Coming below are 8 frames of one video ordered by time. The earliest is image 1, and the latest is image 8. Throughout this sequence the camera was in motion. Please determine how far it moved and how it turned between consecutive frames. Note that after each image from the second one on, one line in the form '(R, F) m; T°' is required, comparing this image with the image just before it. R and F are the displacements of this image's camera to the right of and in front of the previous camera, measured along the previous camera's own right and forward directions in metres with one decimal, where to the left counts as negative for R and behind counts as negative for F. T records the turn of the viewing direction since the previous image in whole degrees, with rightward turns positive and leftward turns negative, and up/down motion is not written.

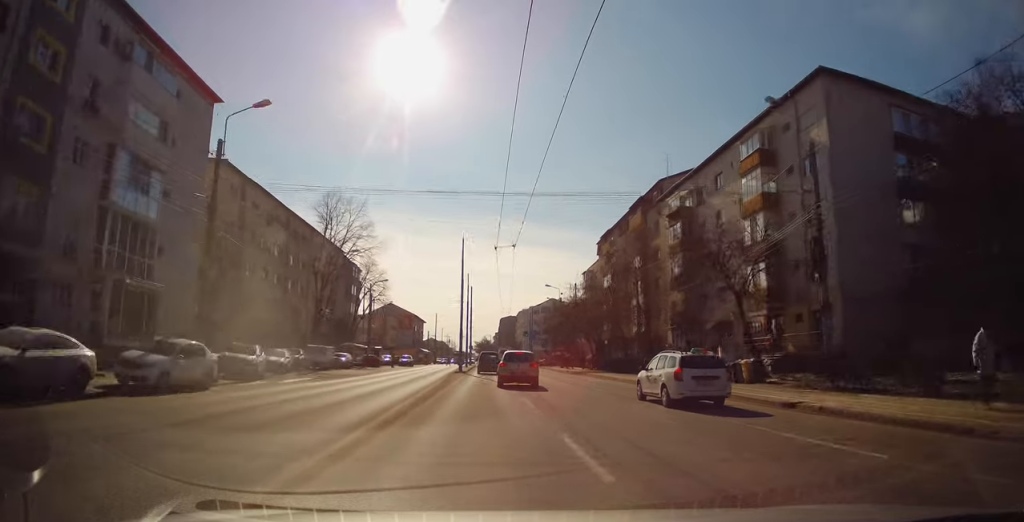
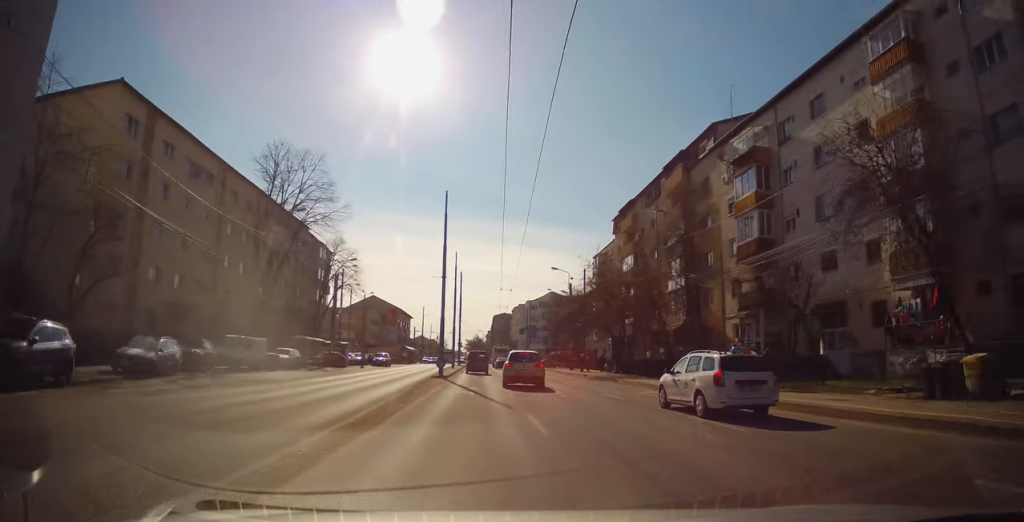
(+0.1, +13.3) m; +1°
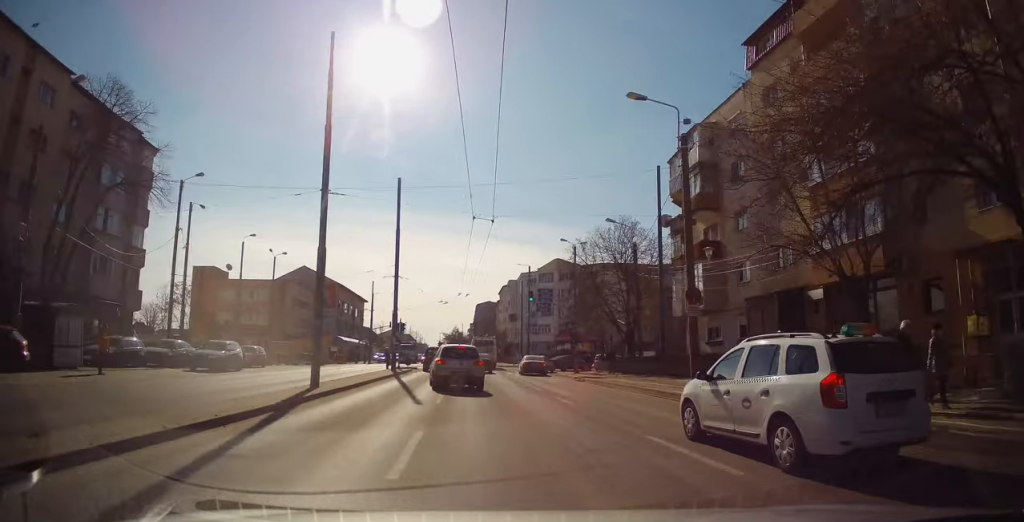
(+1.2, +38.4) m; 0°
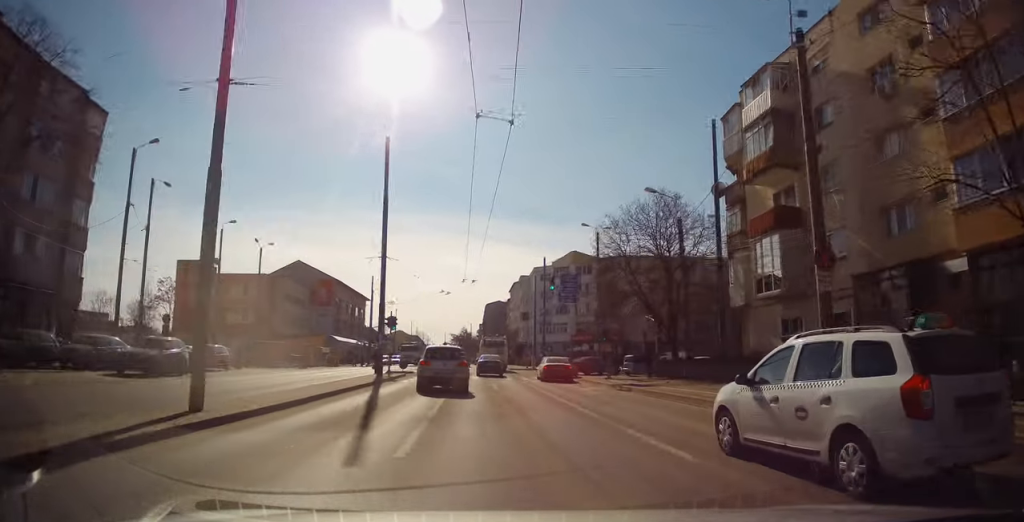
(-0.4, +8.0) m; -1°
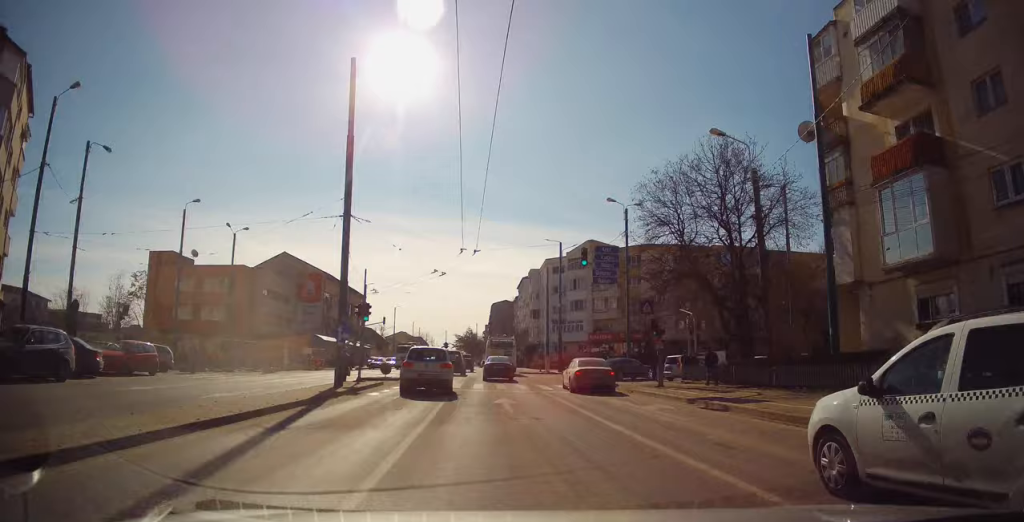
(-0.1, +9.1) m; 0°
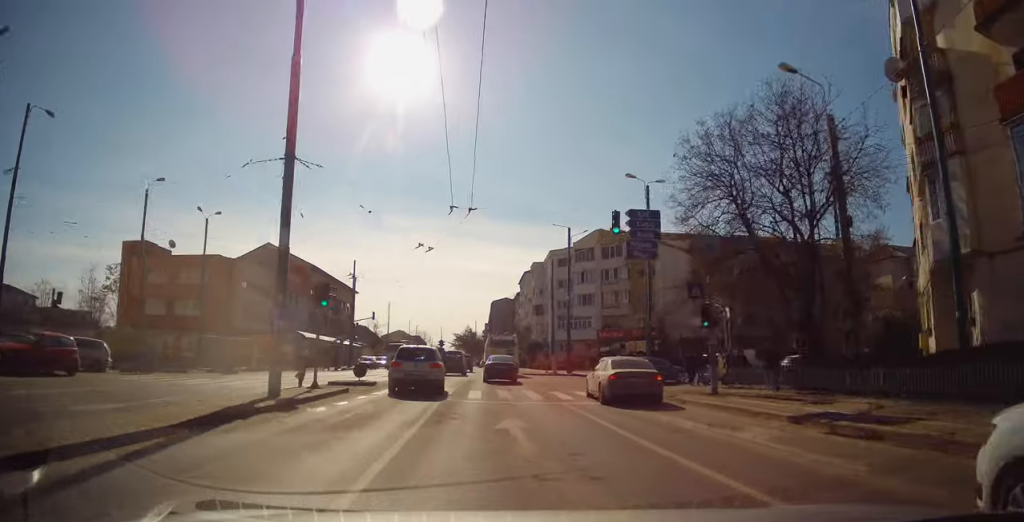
(+0.1, +5.9) m; +1°
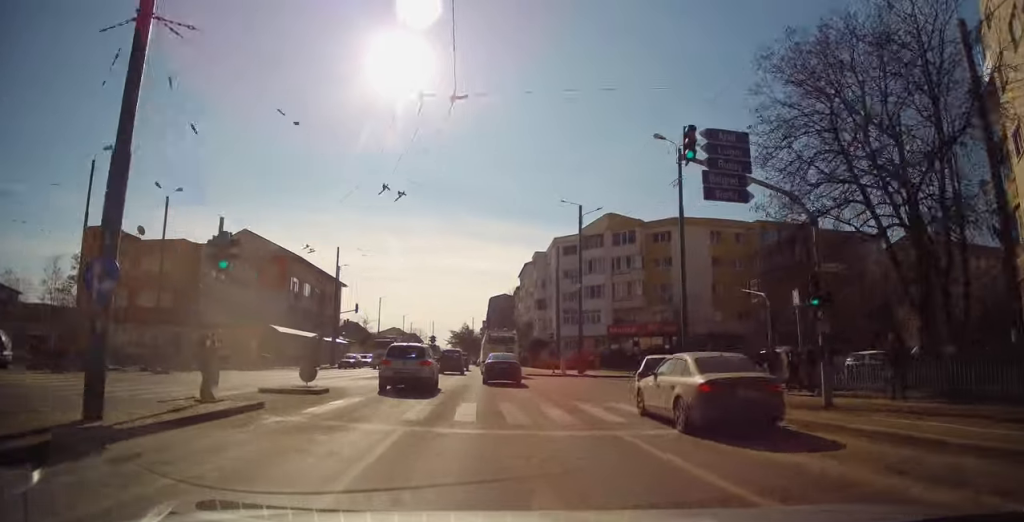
(0.0, +6.6) m; 0°
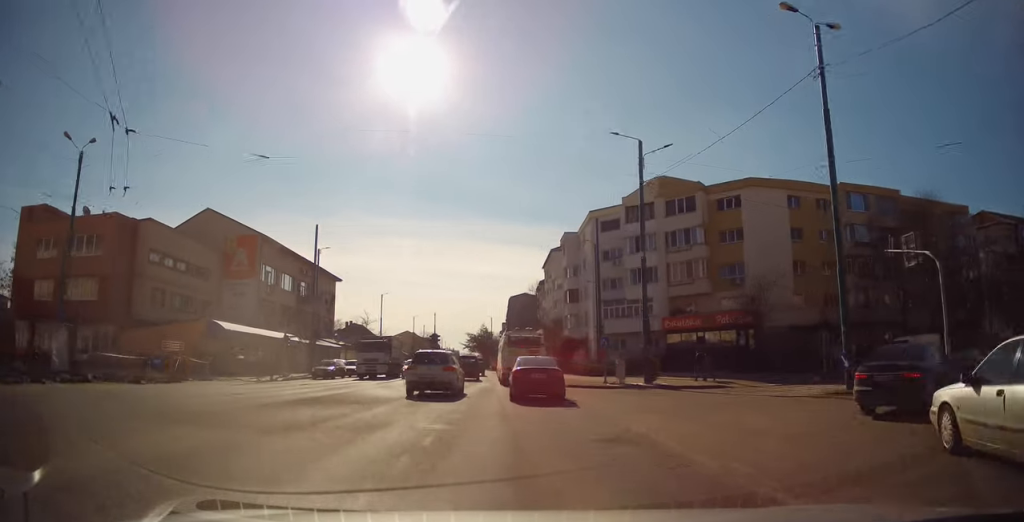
(-0.2, +13.2) m; -3°
